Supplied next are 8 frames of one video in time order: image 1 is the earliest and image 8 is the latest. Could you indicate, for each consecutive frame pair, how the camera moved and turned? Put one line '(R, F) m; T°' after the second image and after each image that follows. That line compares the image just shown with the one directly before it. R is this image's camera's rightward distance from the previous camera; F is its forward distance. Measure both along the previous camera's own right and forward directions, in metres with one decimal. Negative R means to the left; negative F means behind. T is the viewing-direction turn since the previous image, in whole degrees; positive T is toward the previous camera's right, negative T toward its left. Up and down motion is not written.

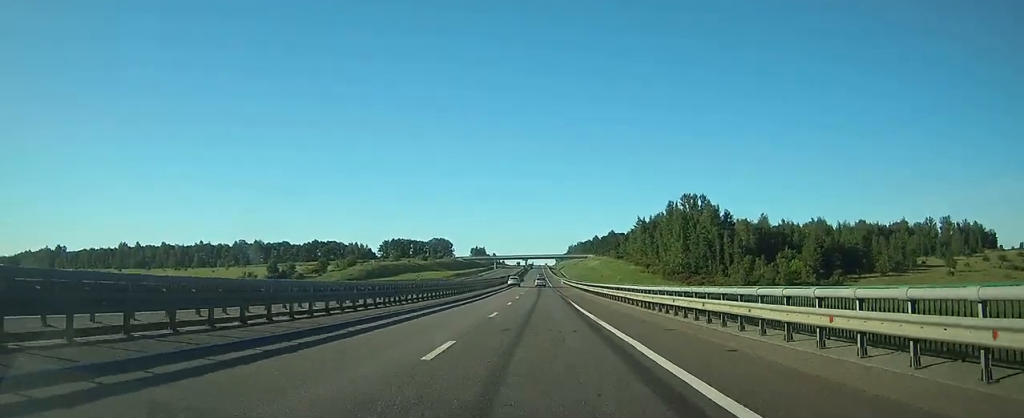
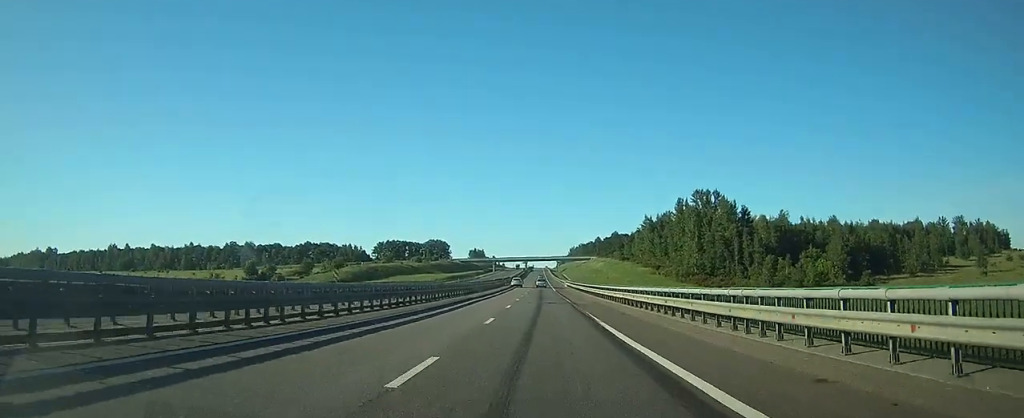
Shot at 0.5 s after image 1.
(0.0, +14.3) m; 0°
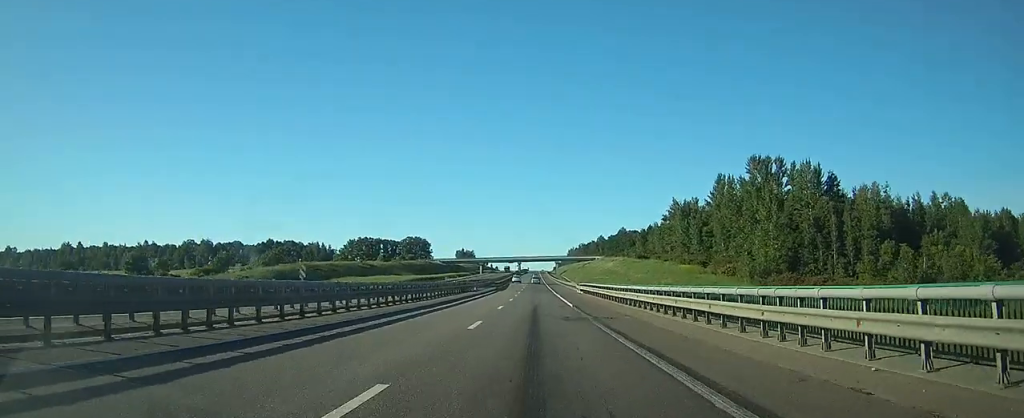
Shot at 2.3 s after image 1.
(-0.2, +50.2) m; 0°
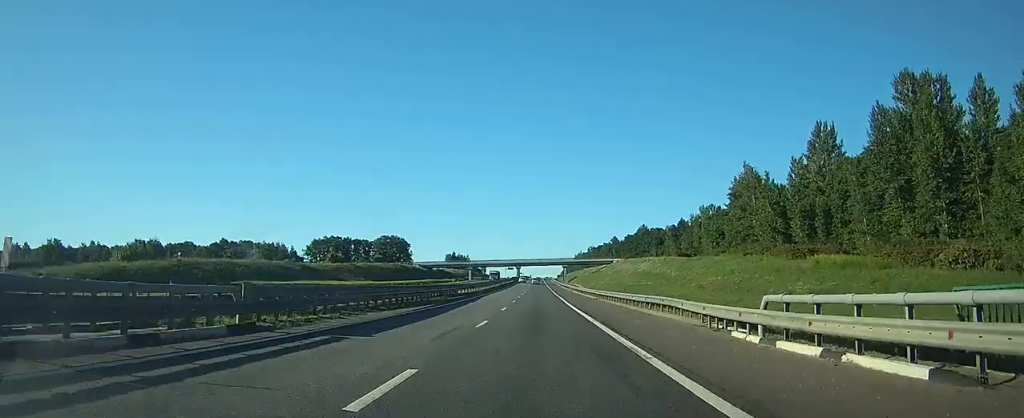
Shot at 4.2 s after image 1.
(-0.1, +55.8) m; 0°
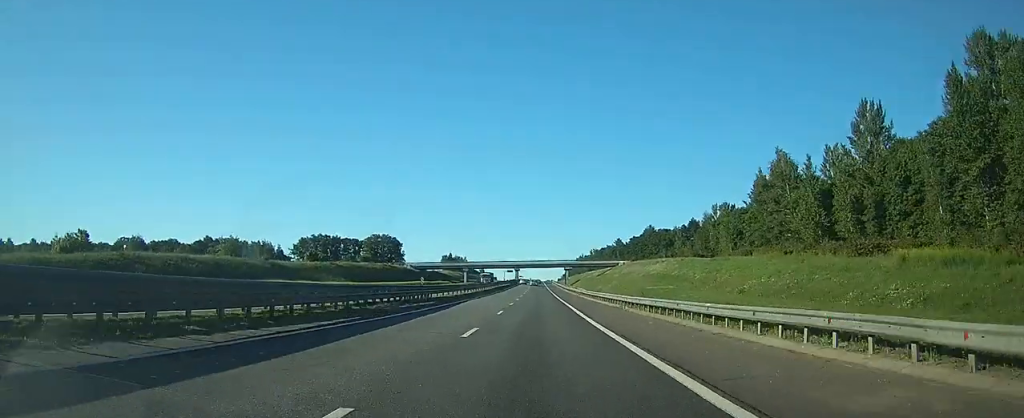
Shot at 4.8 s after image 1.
(0.0, +15.1) m; 0°
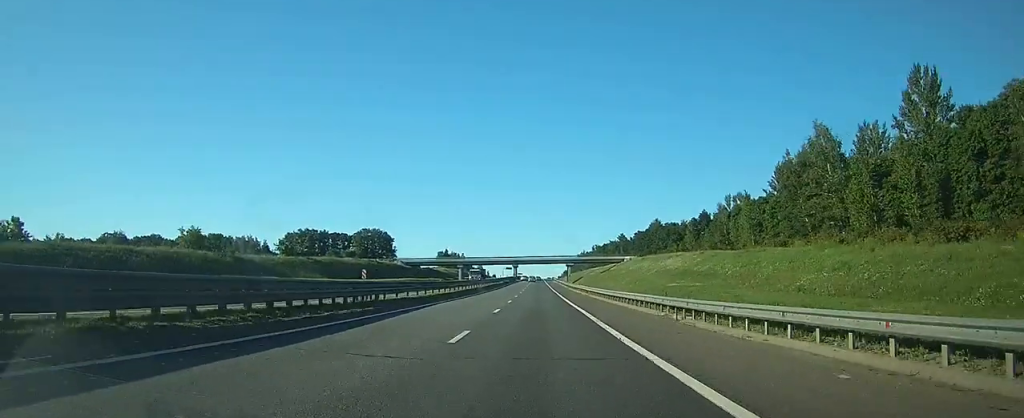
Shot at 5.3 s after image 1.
(+0.1, +14.1) m; 0°
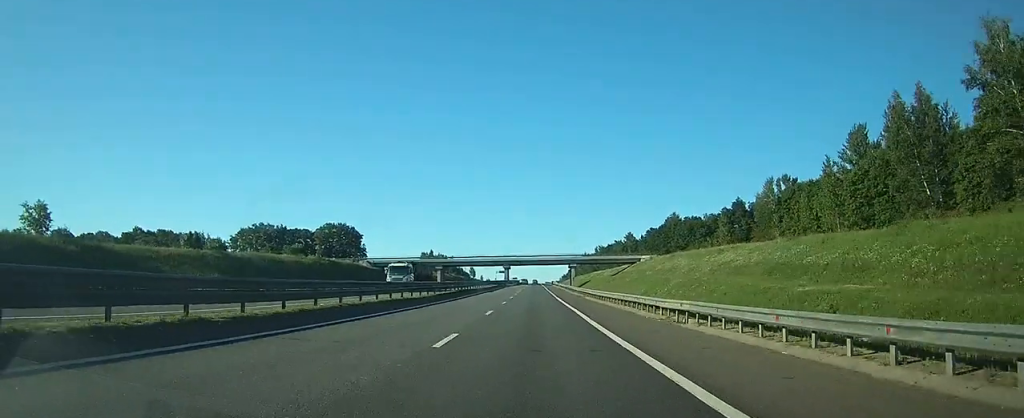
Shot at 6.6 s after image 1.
(-0.1, +36.6) m; 0°
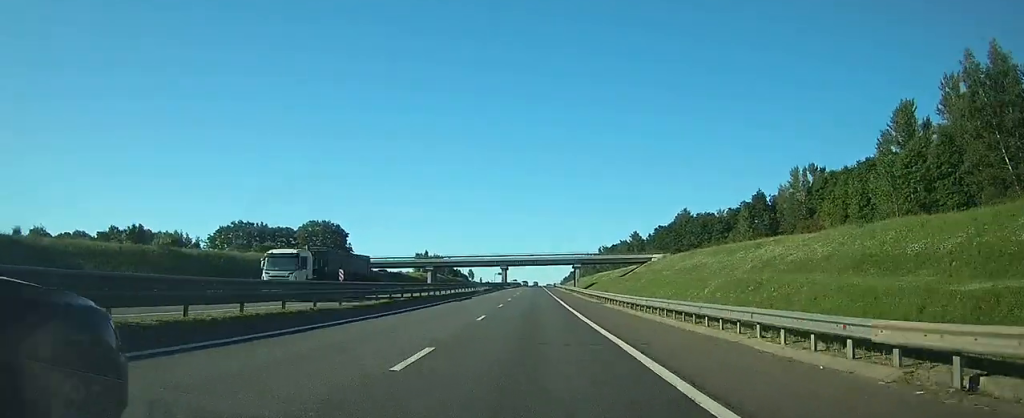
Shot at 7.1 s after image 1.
(0.0, +15.0) m; 0°
